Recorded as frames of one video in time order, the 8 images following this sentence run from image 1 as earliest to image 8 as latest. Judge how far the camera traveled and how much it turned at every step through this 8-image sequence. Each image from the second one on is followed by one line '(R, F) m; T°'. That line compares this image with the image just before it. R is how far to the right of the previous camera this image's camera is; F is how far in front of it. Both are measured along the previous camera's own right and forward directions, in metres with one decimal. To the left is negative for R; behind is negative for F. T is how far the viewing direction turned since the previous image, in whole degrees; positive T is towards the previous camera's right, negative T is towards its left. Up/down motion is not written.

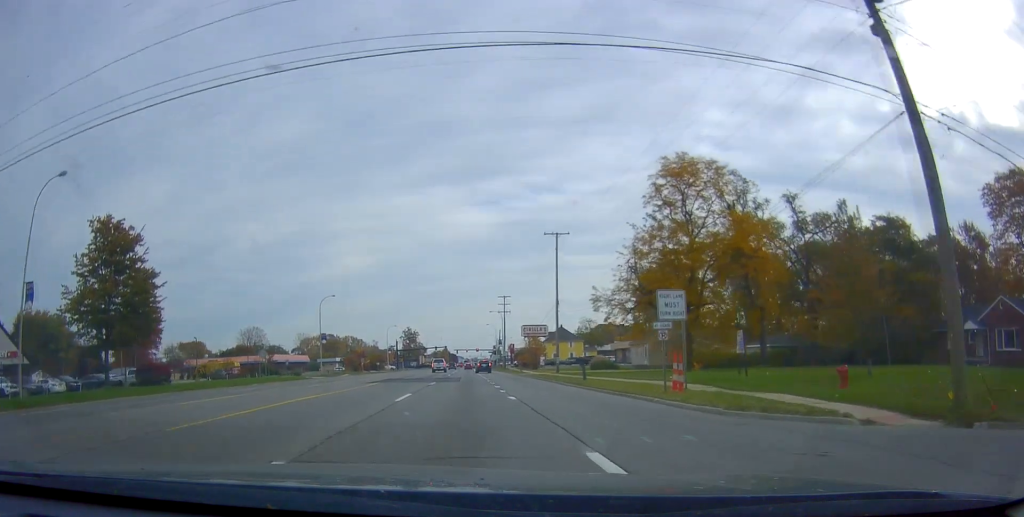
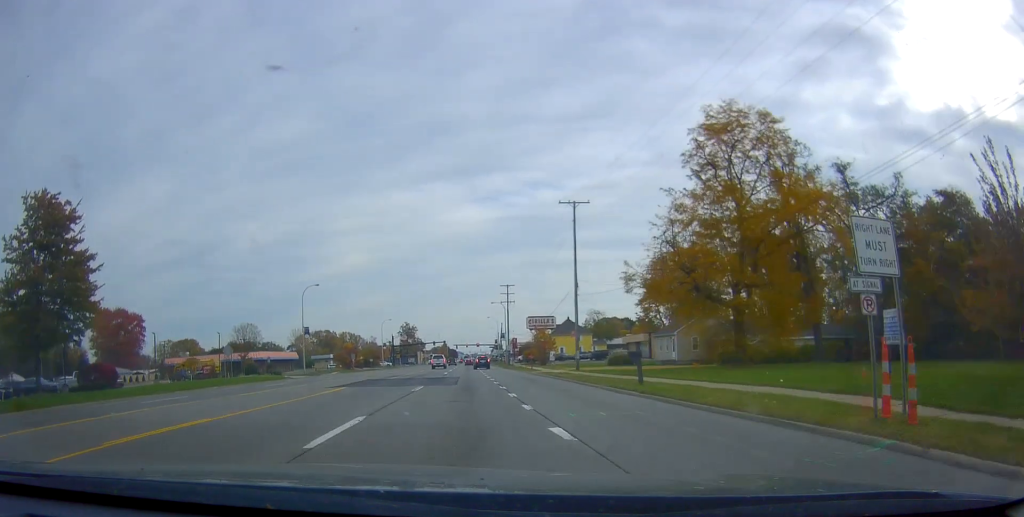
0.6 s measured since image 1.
(+0.1, +9.9) m; -1°
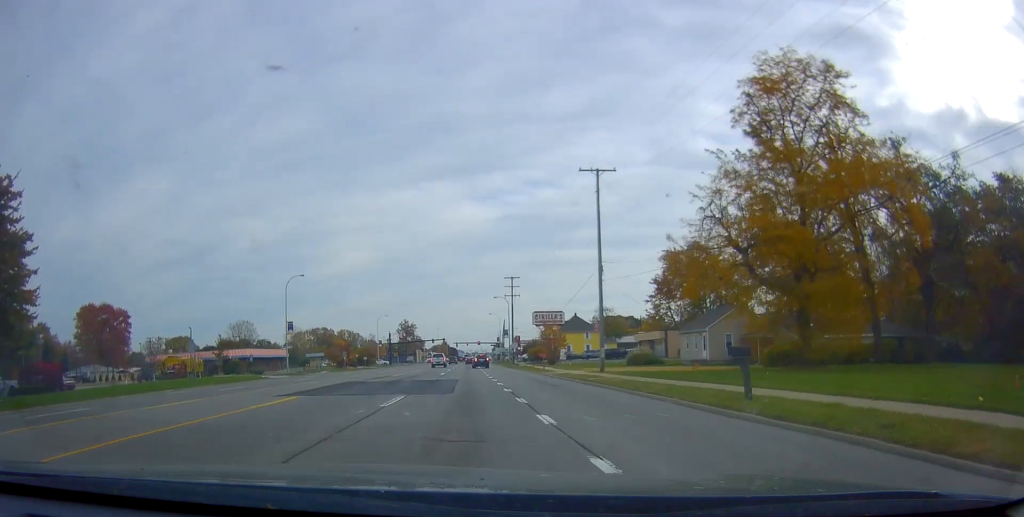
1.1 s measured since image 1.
(-0.3, +8.2) m; 0°
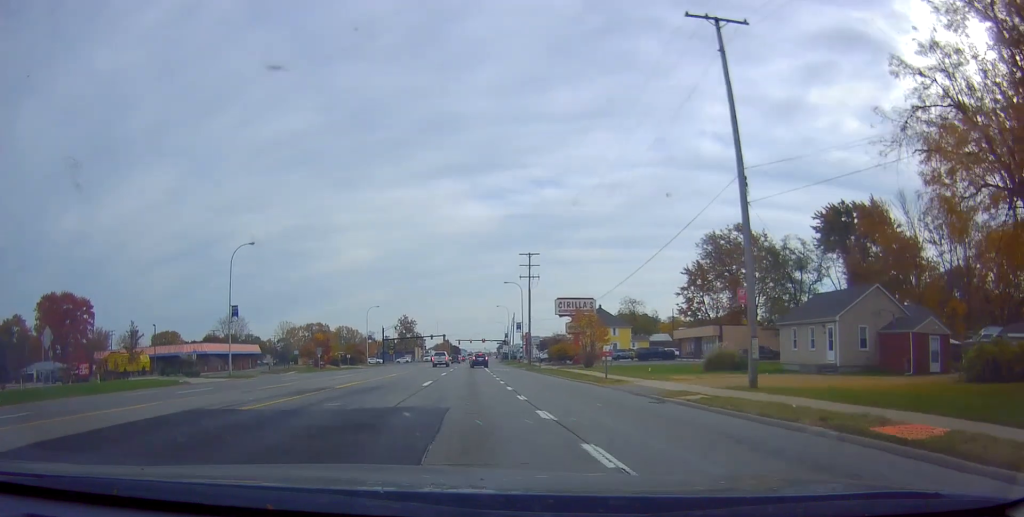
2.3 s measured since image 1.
(+0.1, +19.9) m; +1°
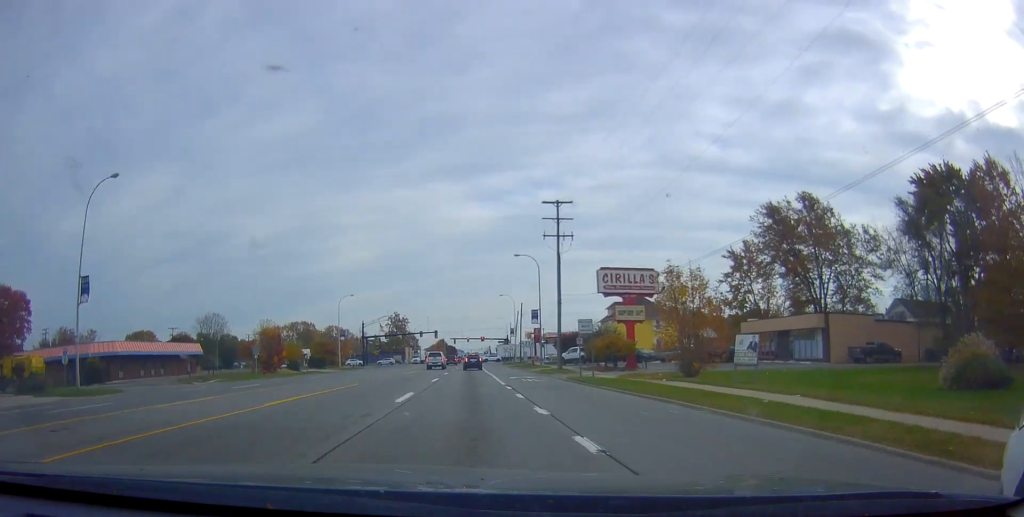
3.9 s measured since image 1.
(+0.2, +24.5) m; 0°
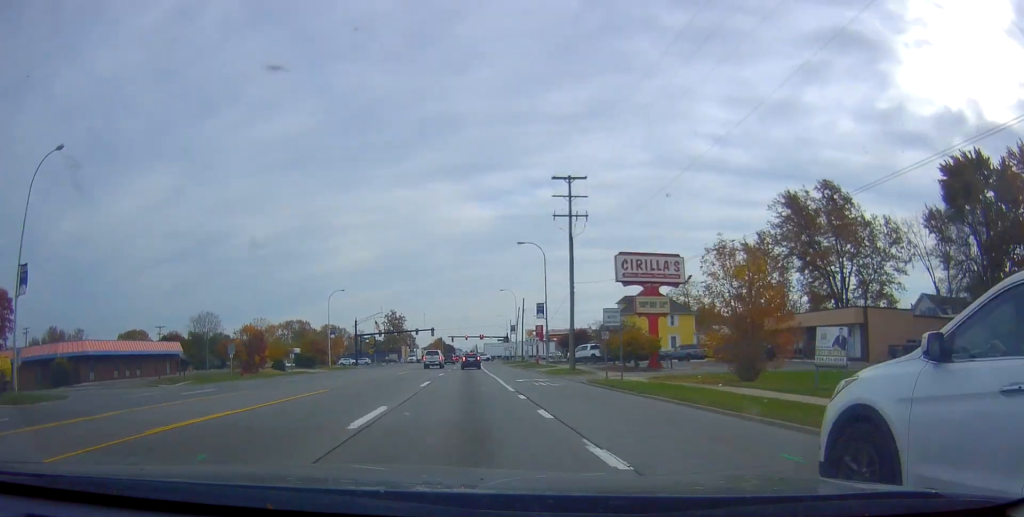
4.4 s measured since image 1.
(0.0, +6.2) m; 0°
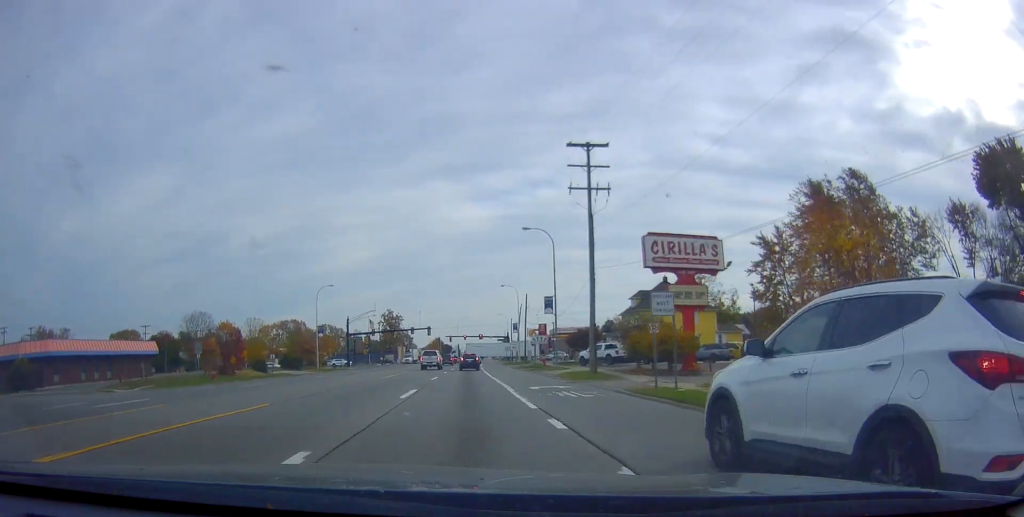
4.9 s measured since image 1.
(0.0, +6.7) m; 0°
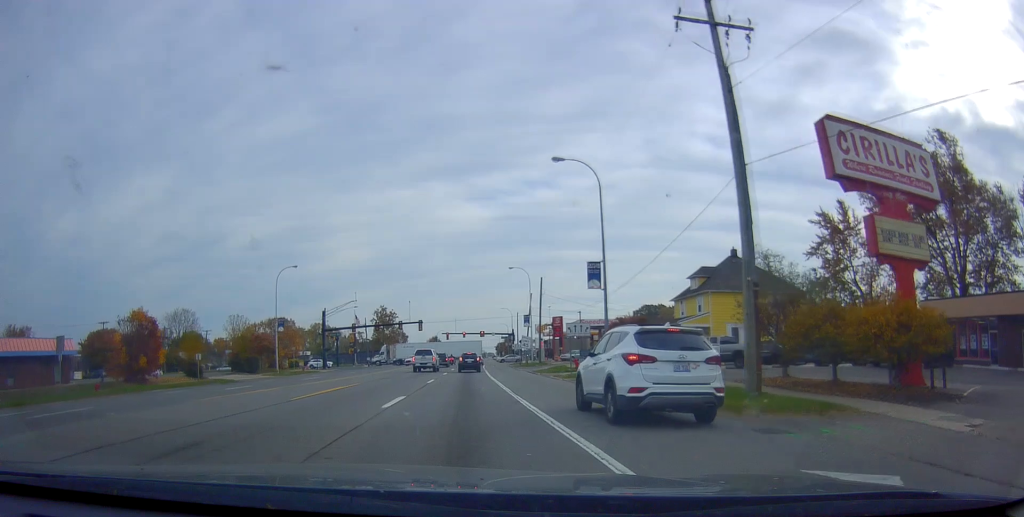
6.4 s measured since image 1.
(-0.1, +18.3) m; -1°
